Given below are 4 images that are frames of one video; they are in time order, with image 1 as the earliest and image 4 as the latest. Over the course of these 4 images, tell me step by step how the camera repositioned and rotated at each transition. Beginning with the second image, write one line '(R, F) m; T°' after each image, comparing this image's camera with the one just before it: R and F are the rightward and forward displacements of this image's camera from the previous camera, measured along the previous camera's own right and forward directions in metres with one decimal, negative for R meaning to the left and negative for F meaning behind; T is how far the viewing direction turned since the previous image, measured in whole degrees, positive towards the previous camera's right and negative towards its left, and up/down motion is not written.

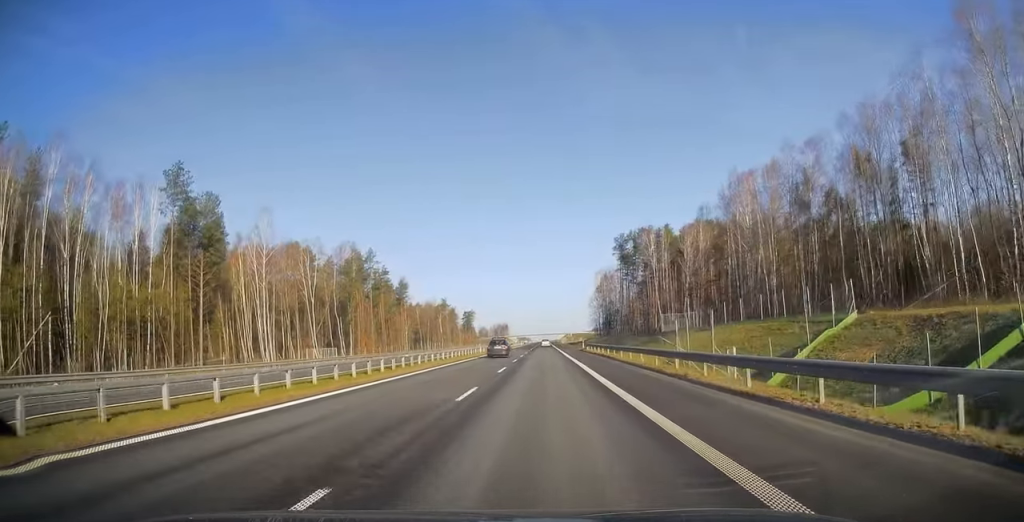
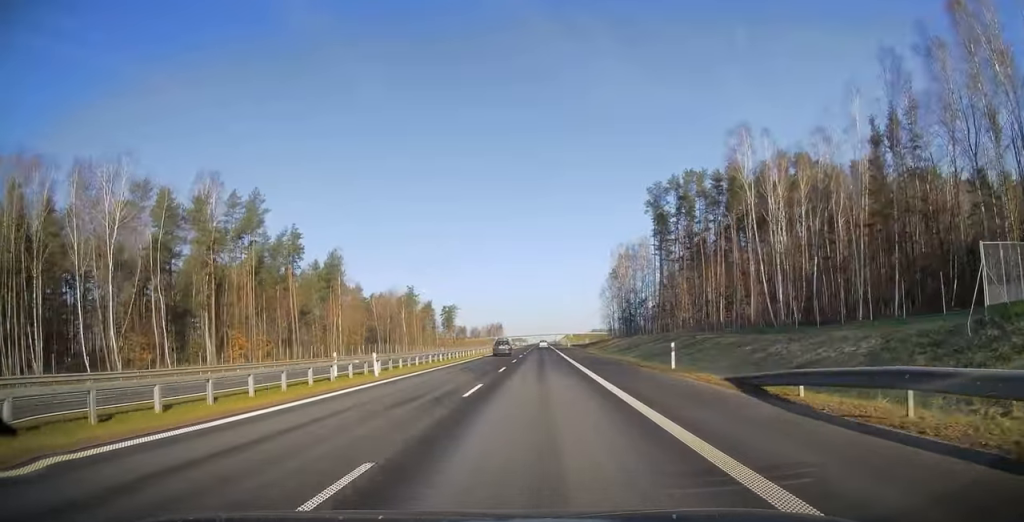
(+0.5, +58.6) m; +1°
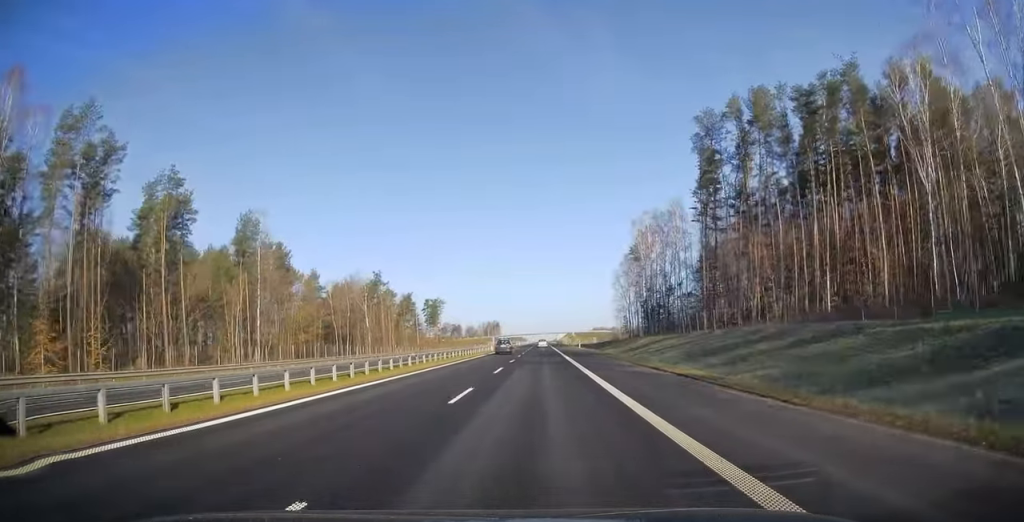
(0.0, +37.6) m; 0°
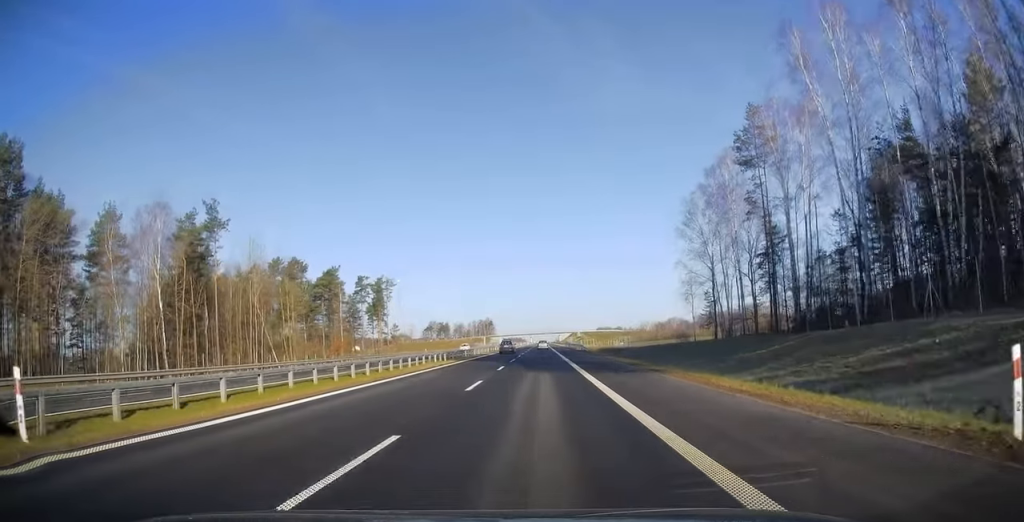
(-0.1, +79.9) m; 0°
